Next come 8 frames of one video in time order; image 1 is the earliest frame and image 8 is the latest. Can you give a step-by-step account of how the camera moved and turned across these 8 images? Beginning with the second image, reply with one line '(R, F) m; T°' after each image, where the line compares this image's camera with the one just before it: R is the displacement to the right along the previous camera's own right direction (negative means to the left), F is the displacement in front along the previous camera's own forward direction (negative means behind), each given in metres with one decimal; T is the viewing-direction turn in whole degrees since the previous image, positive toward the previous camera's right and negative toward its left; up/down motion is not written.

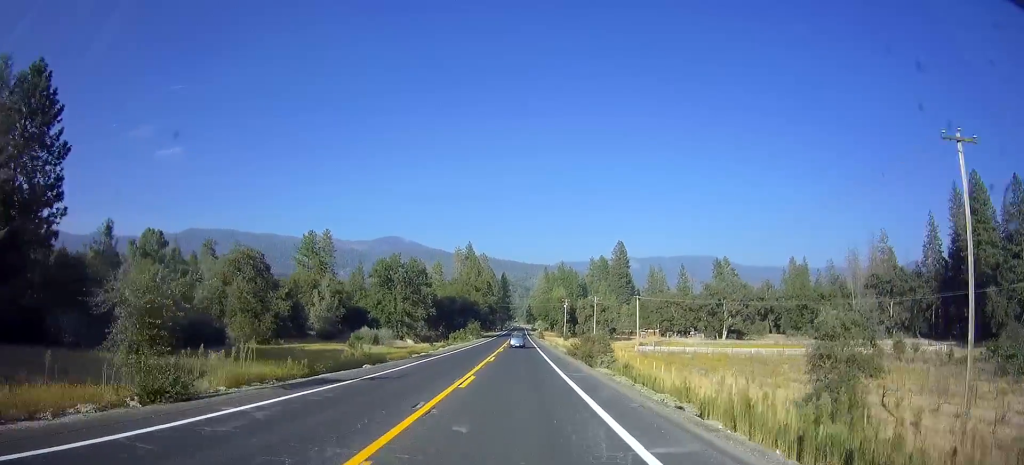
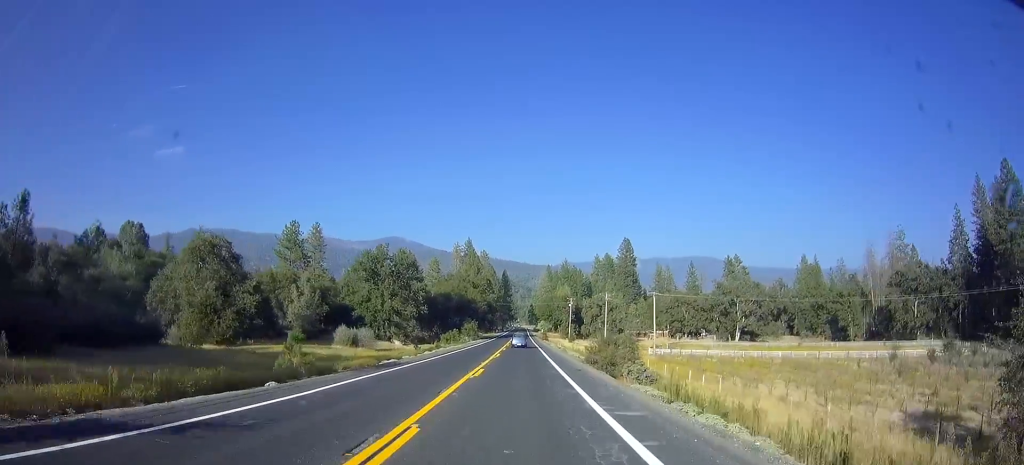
(0.0, +11.1) m; 0°
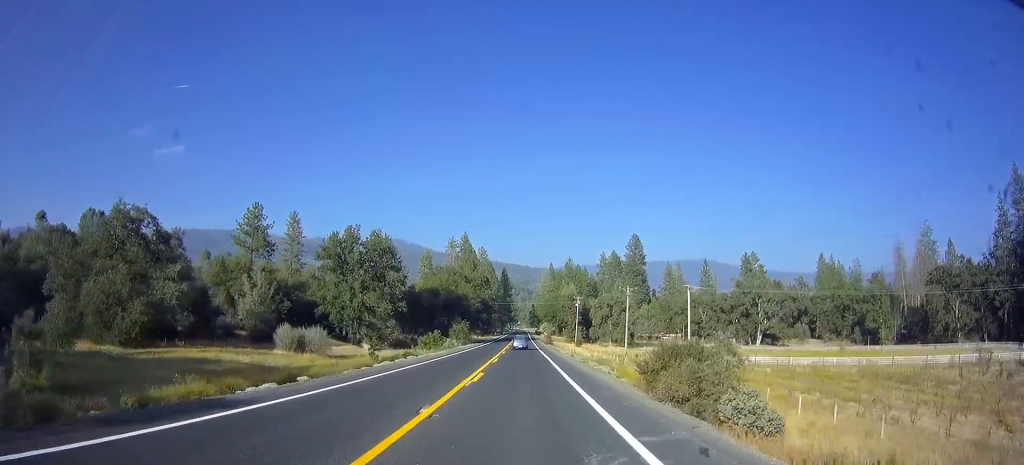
(0.0, +17.7) m; 0°
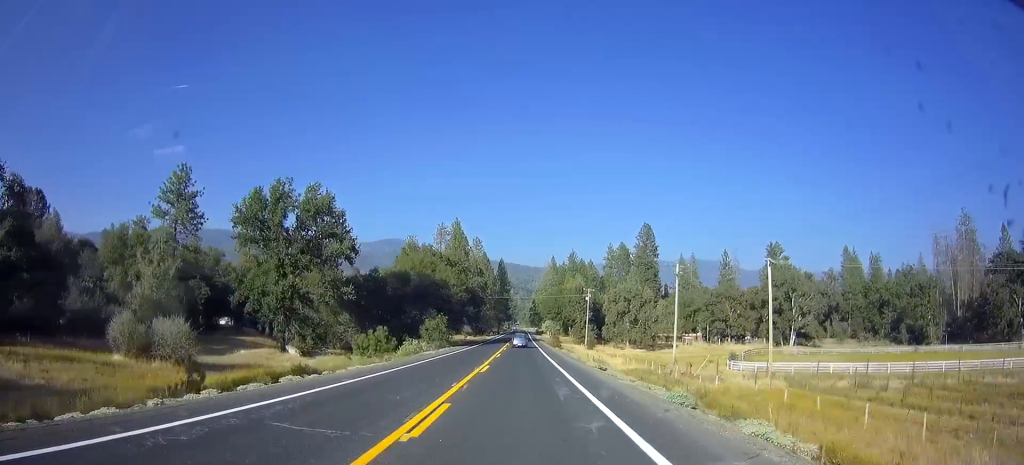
(0.0, +23.7) m; 0°
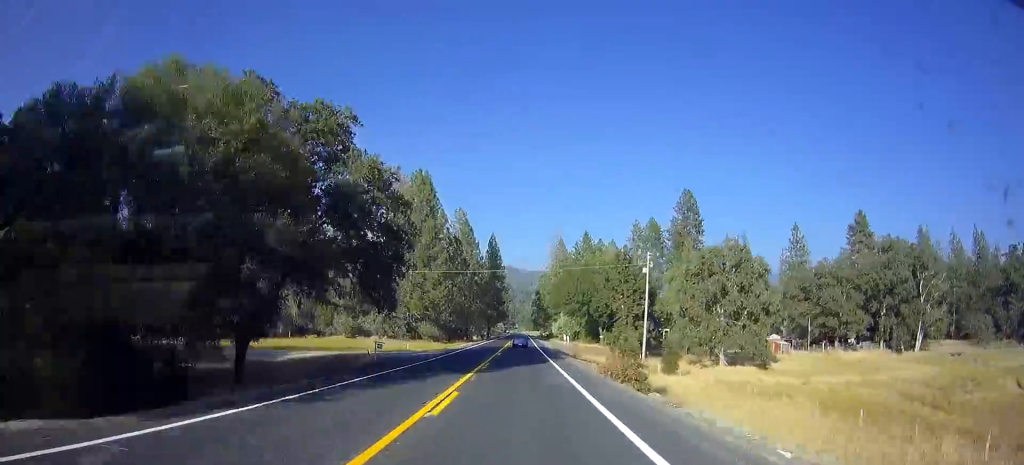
(-0.4, +55.4) m; 0°
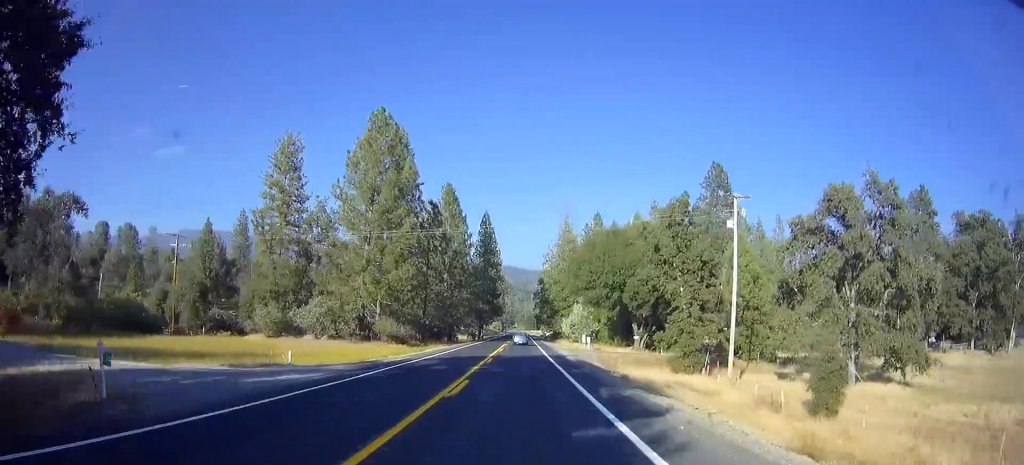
(+0.2, +26.0) m; +1°
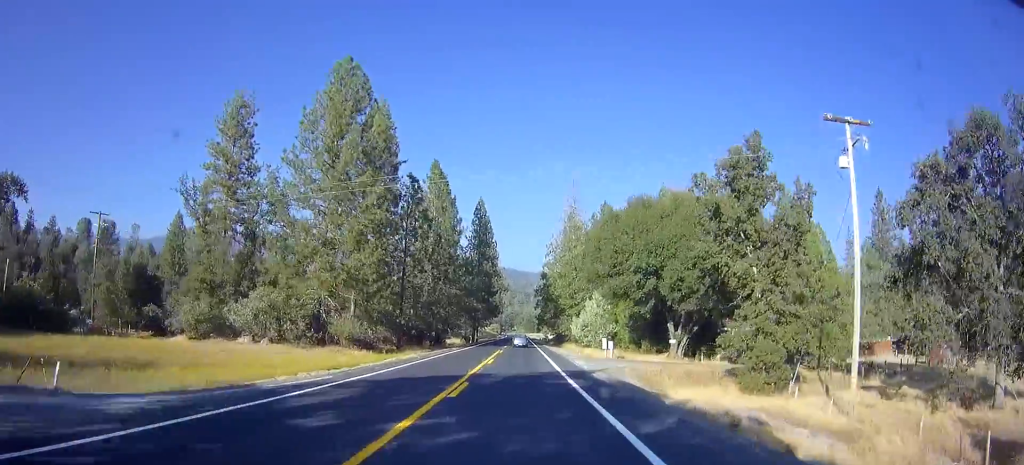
(+0.1, +14.3) m; 0°
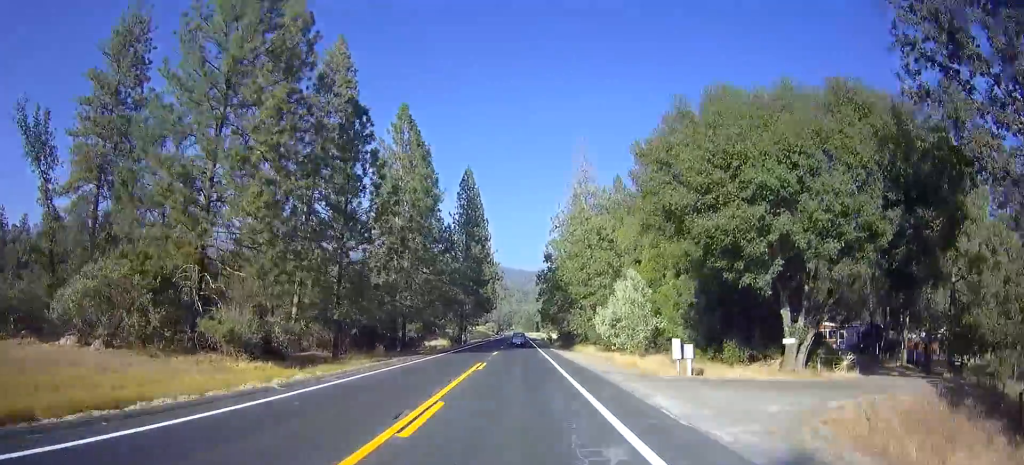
(-0.1, +20.1) m; -1°
